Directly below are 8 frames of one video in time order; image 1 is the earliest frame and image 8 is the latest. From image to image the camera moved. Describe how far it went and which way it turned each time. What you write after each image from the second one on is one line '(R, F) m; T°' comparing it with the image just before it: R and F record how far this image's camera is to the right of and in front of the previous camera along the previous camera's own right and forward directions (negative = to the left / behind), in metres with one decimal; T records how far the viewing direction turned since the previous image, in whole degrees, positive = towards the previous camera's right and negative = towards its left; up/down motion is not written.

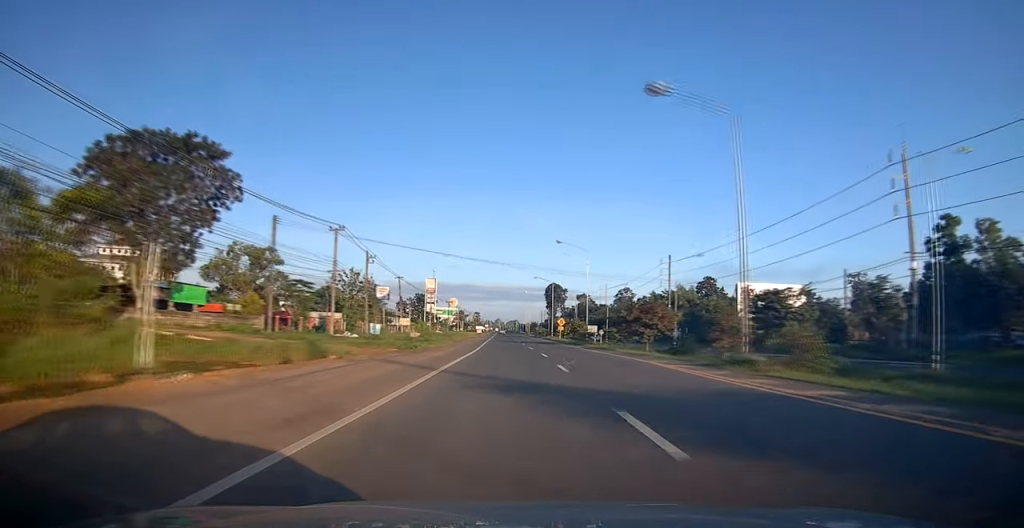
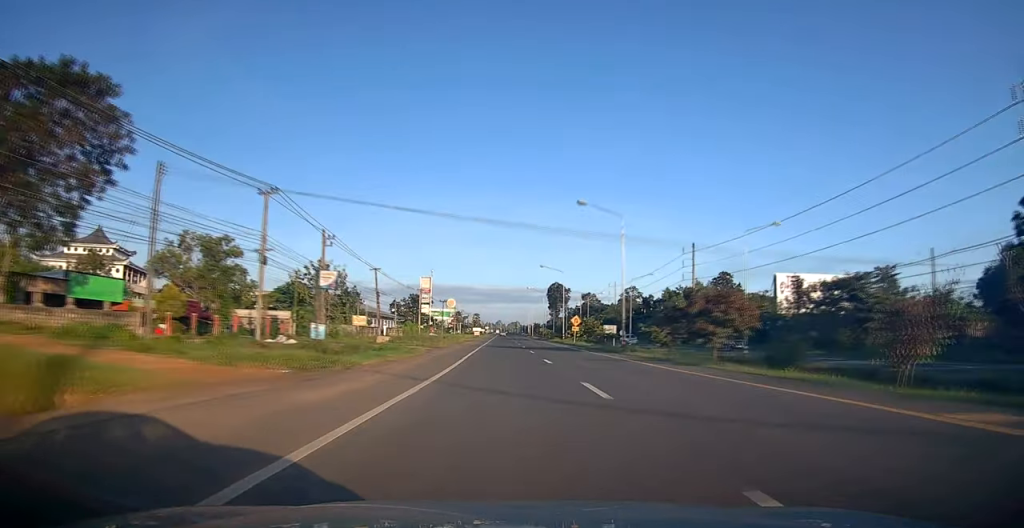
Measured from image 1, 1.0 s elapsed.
(+0.2, +16.7) m; +1°
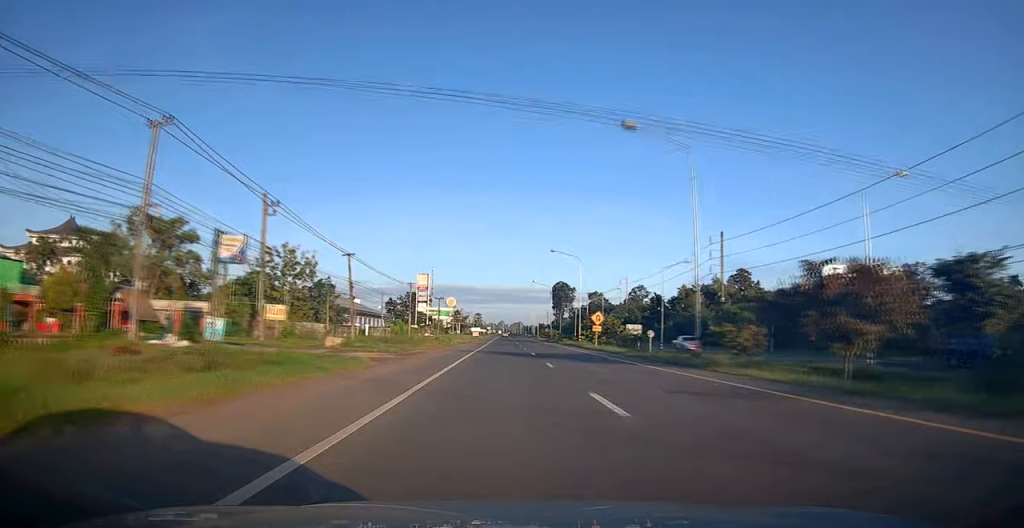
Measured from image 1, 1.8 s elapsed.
(+0.3, +13.9) m; 0°
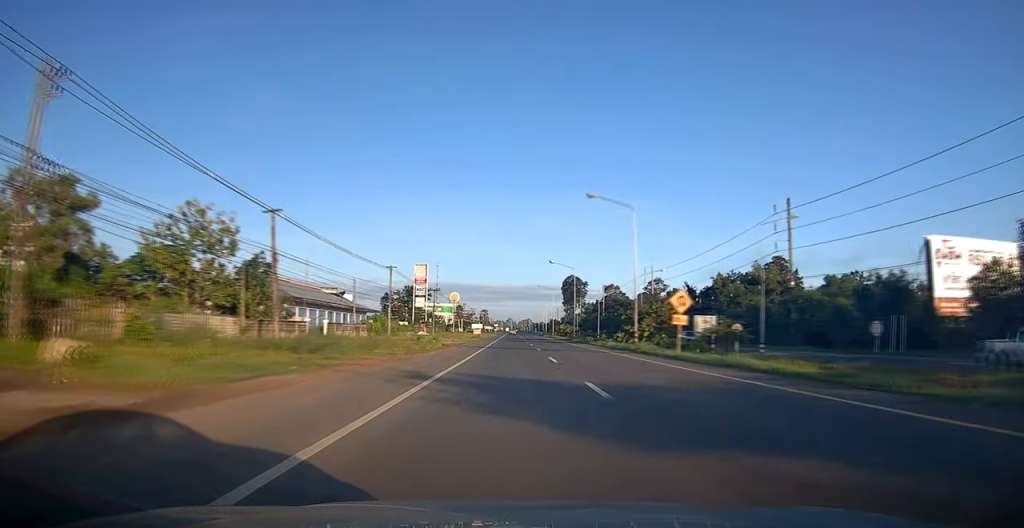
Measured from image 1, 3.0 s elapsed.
(-0.8, +22.3) m; -2°
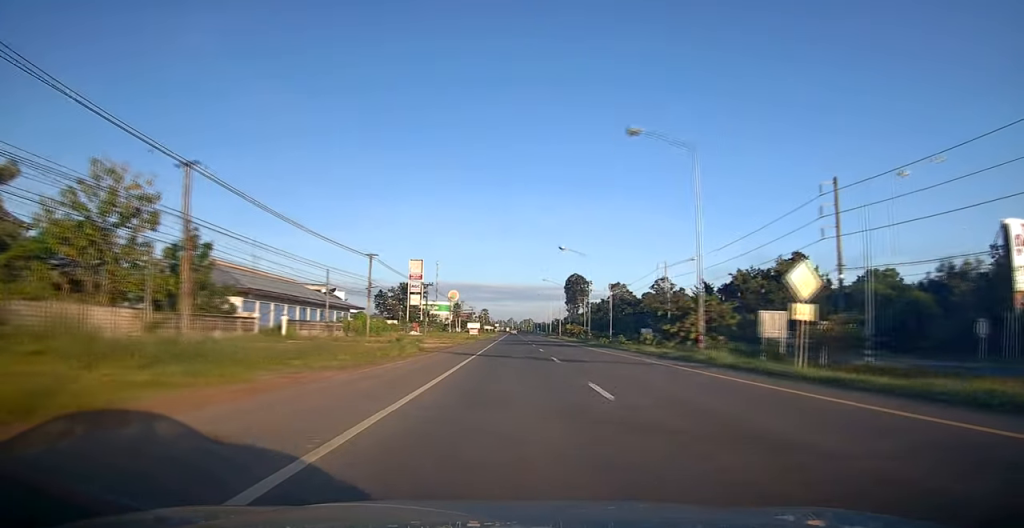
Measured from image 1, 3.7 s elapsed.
(0.0, +11.9) m; 0°
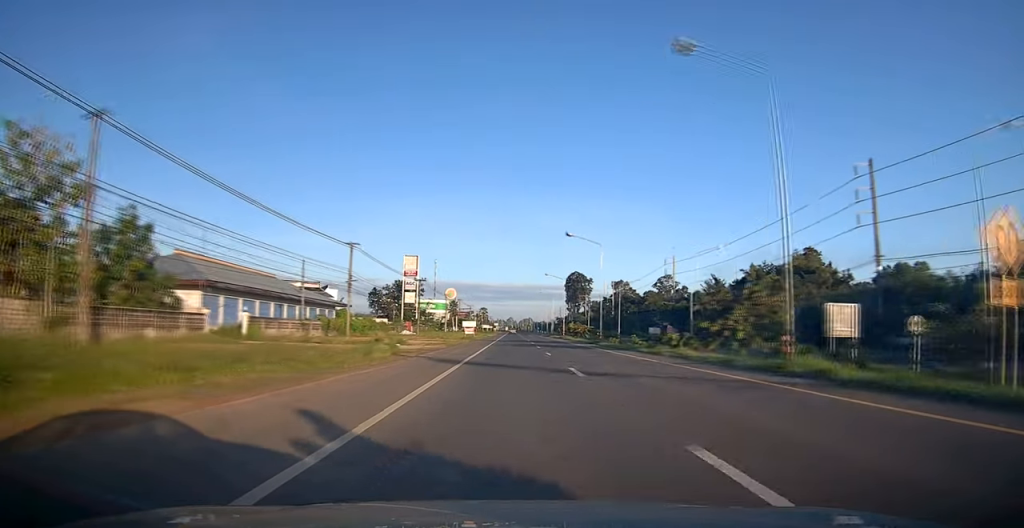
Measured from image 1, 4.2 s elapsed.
(0.0, +7.7) m; 0°
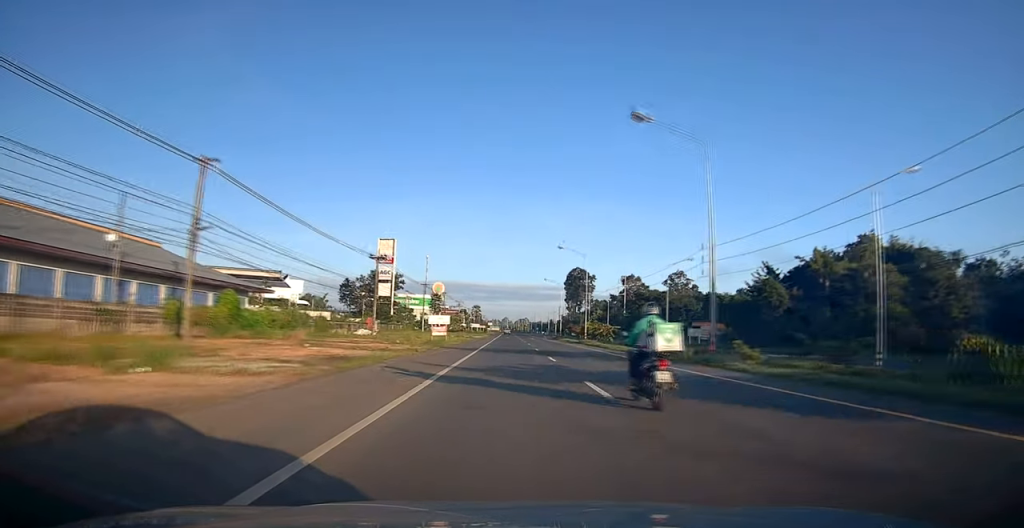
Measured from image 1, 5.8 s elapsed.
(+0.1, +28.7) m; 0°
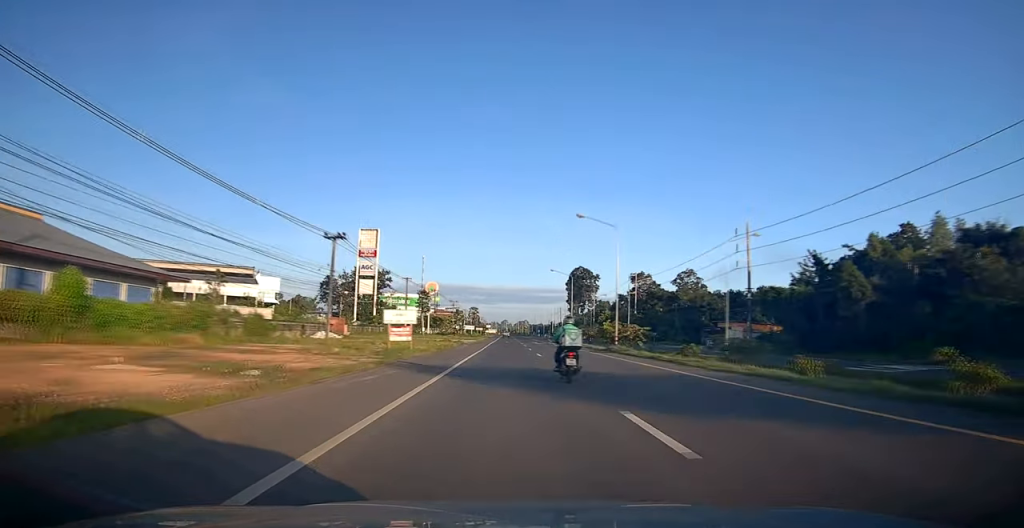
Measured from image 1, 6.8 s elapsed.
(0.0, +16.8) m; 0°
